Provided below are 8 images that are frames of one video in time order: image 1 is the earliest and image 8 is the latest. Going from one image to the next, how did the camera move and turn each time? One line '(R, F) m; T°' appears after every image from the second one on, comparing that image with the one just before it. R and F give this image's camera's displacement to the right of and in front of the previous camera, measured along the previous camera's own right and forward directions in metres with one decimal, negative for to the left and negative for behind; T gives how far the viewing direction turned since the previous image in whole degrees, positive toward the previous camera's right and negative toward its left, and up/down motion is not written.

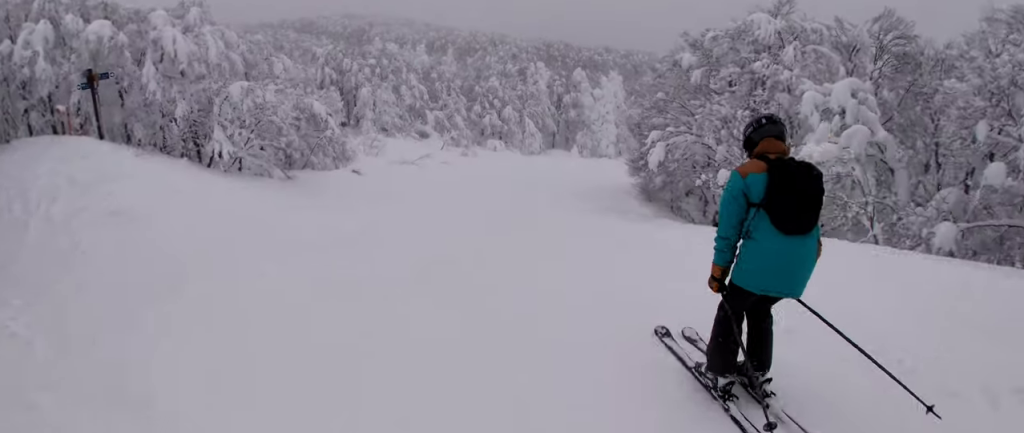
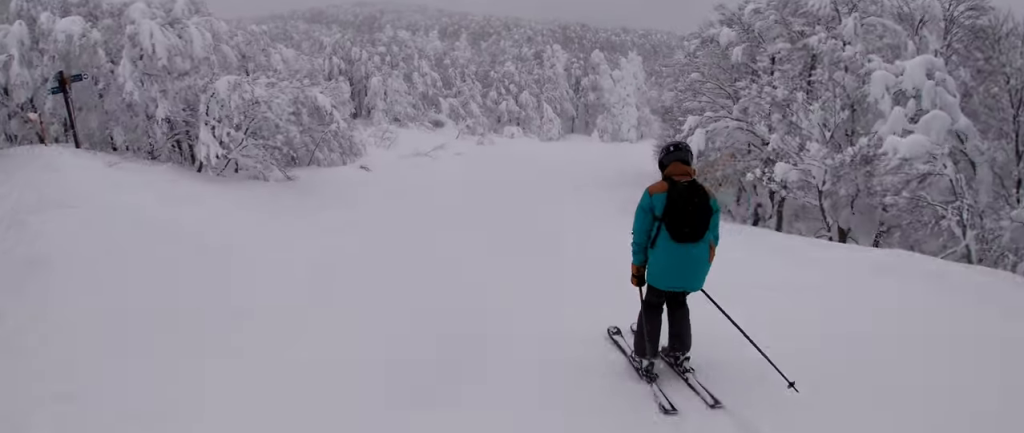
(0.0, +3.2) m; 0°
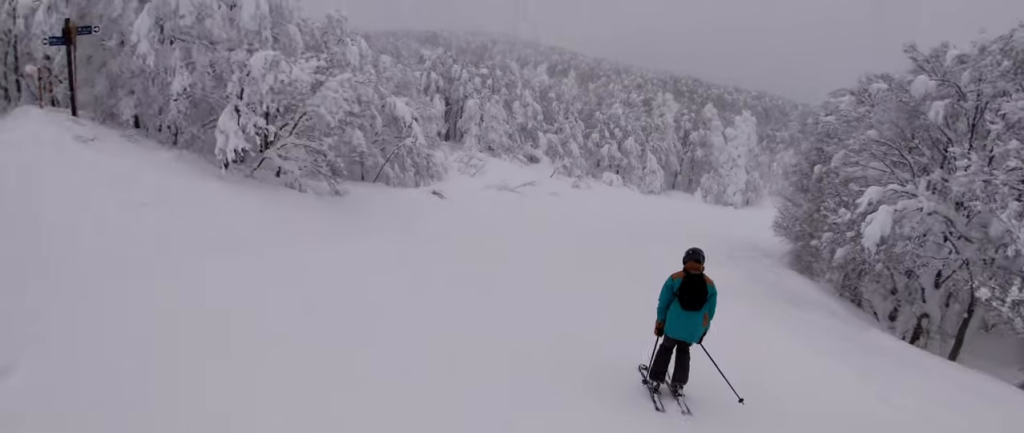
(-0.9, +7.2) m; 0°
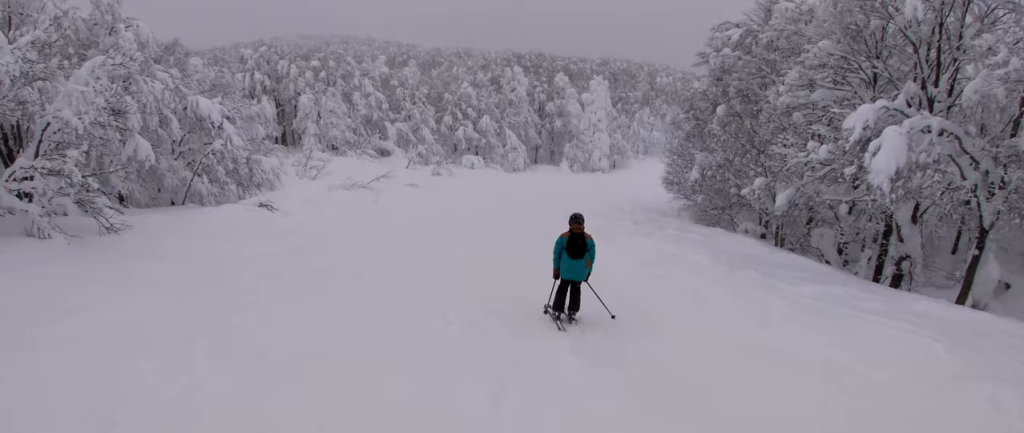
(+0.8, +6.7) m; +9°
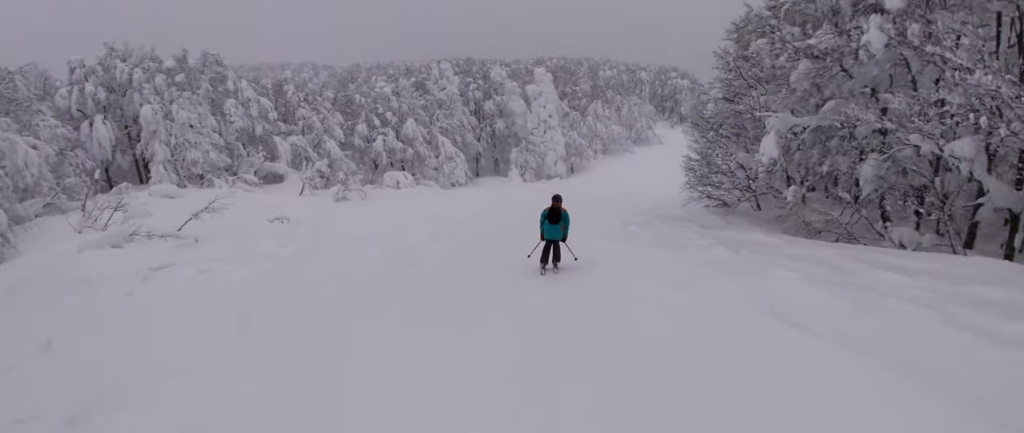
(+2.6, +15.4) m; +17°
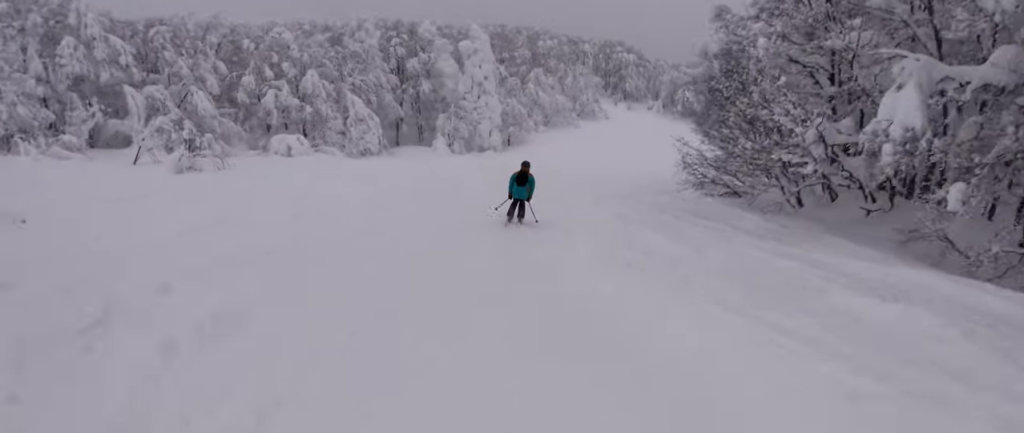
(+0.7, +9.7) m; +7°
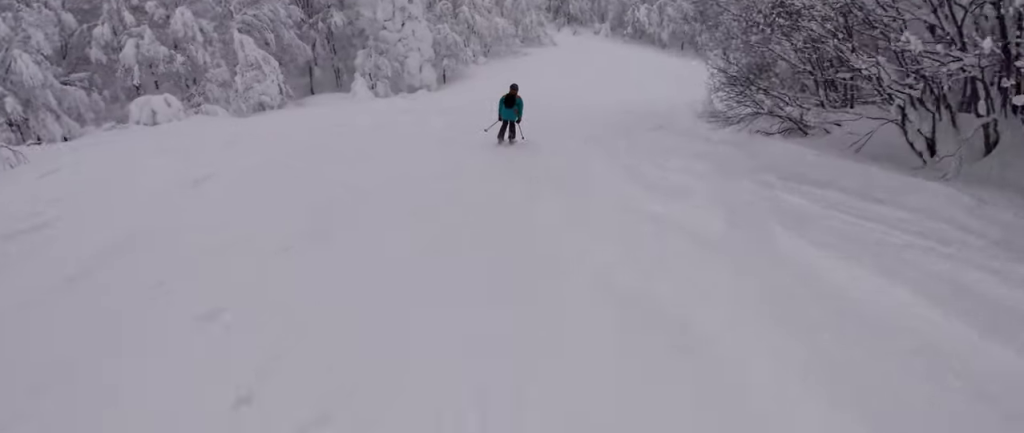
(+0.7, +7.8) m; 0°
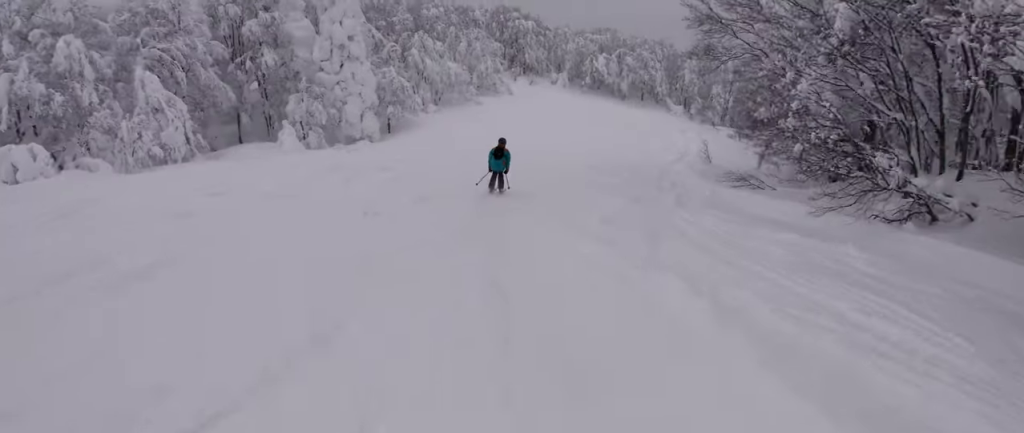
(-0.3, +6.1) m; +2°
